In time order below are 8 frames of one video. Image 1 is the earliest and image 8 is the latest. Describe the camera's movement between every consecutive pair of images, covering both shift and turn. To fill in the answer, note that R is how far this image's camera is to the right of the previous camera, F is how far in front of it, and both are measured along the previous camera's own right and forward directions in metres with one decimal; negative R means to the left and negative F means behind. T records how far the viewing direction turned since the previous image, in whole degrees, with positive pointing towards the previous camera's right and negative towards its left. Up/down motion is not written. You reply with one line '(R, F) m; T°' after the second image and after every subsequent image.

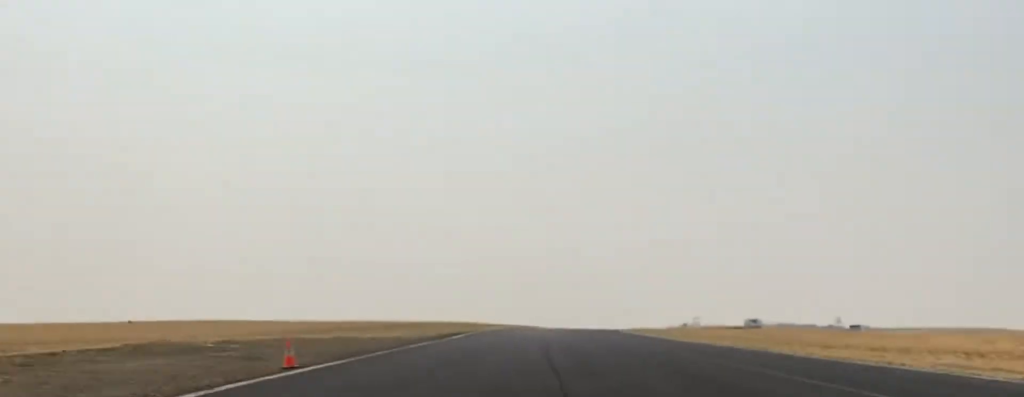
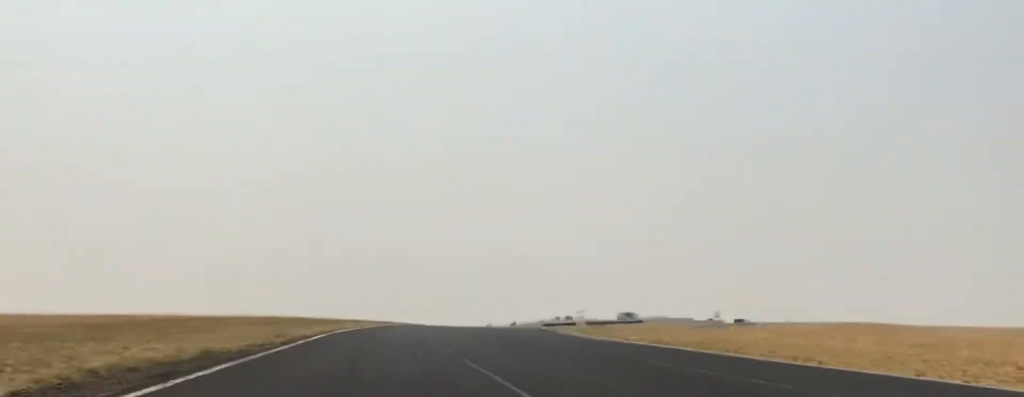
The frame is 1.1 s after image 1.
(+2.6, +39.7) m; +6°
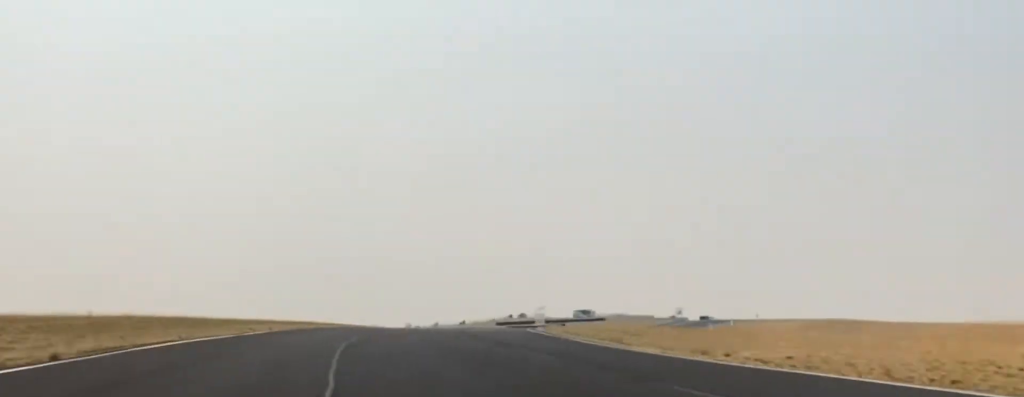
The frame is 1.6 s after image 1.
(0.0, +21.4) m; +2°
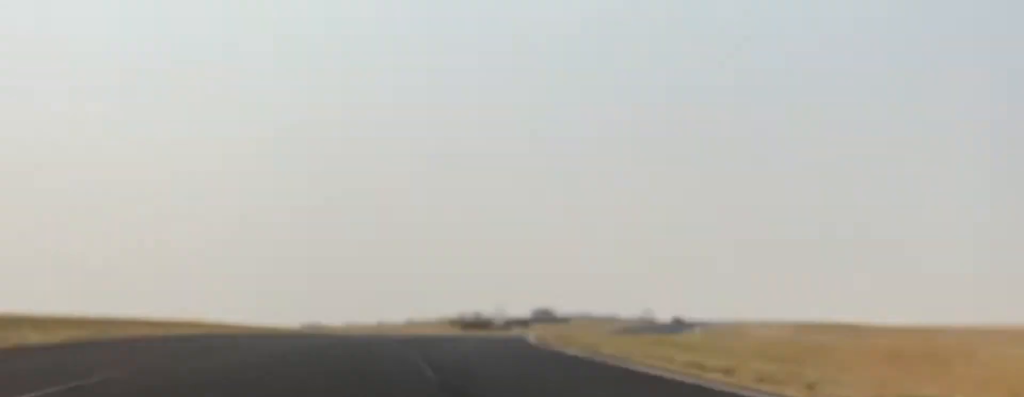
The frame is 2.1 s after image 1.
(+0.8, +23.0) m; +5°
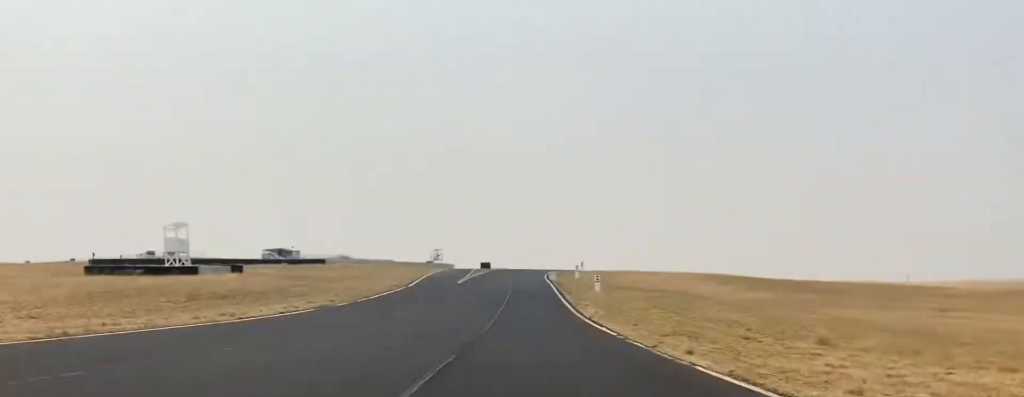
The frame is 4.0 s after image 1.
(+12.9, +82.9) m; +17°
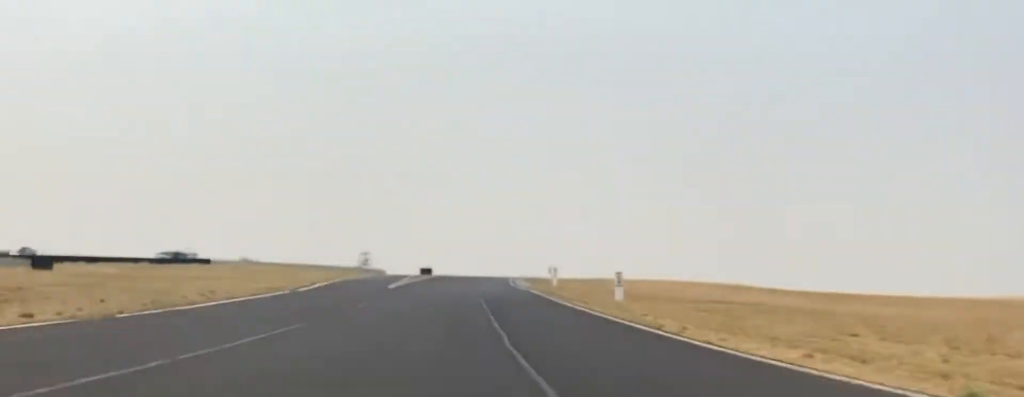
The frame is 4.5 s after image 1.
(+0.2, +27.7) m; +4°
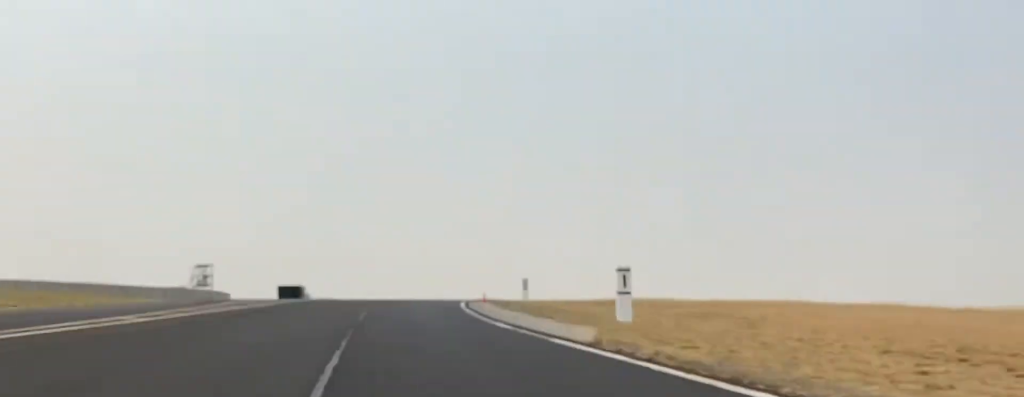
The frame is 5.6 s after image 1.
(+3.5, +49.9) m; +5°
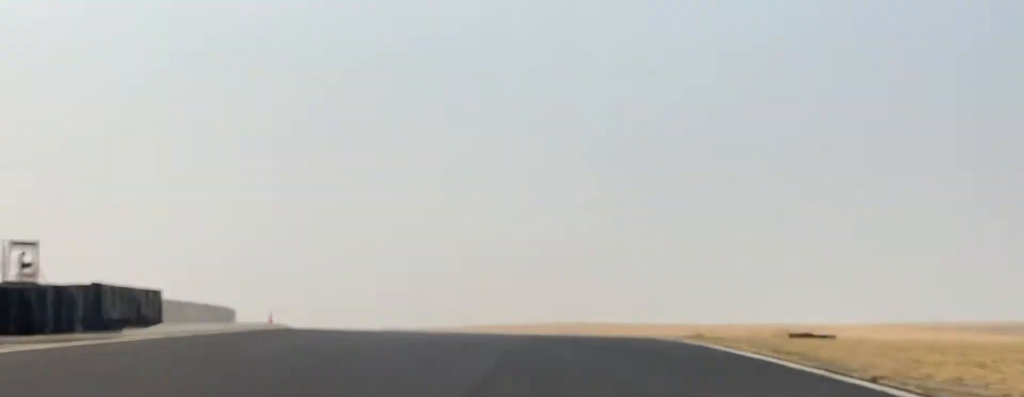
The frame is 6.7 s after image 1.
(0.0, +49.4) m; -4°
